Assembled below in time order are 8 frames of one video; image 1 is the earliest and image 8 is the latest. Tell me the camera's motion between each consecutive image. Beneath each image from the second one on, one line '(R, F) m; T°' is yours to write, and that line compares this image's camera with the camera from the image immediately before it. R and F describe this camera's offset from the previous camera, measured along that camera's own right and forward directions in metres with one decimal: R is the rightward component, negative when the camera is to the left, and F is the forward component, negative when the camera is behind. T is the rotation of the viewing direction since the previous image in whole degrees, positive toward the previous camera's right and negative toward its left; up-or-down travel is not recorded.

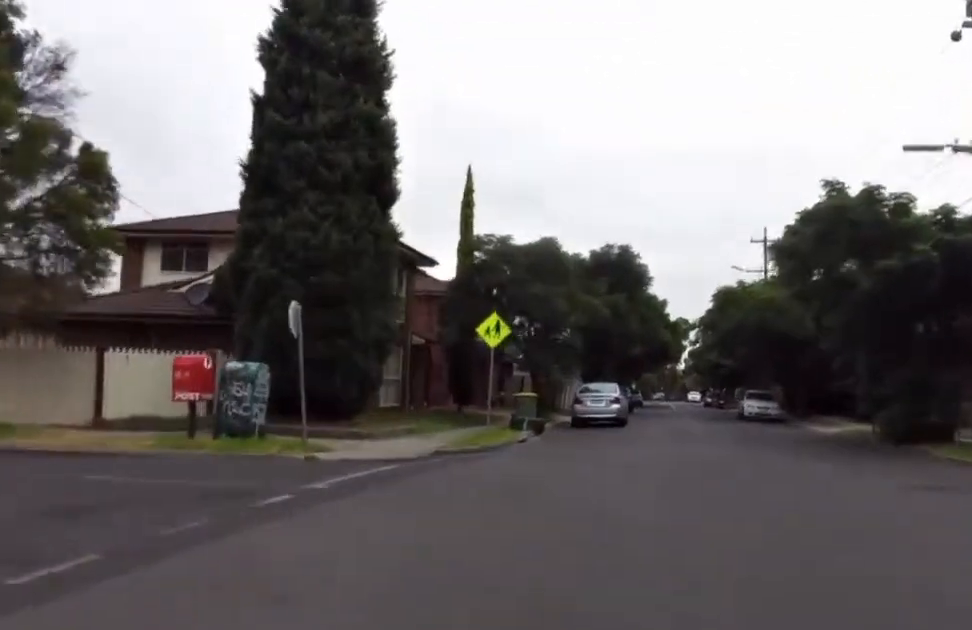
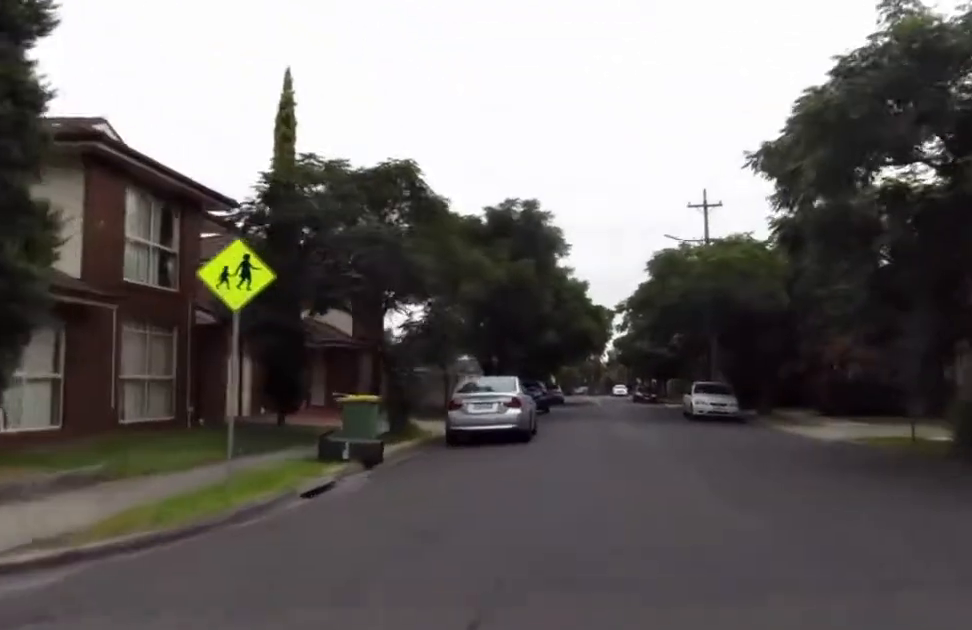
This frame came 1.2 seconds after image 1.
(-0.3, +8.7) m; +4°
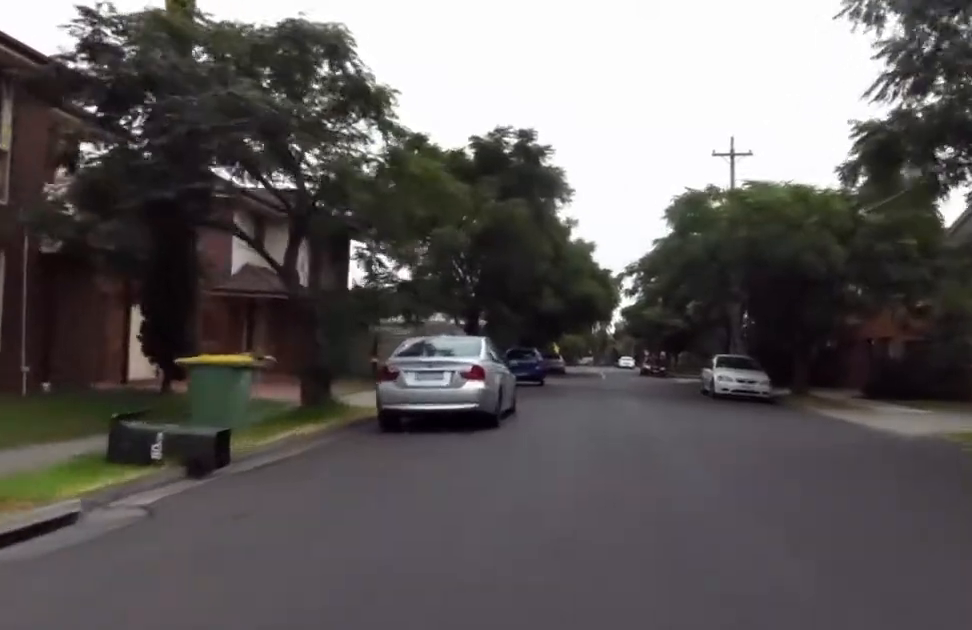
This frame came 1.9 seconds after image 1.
(+0.5, +5.1) m; 0°
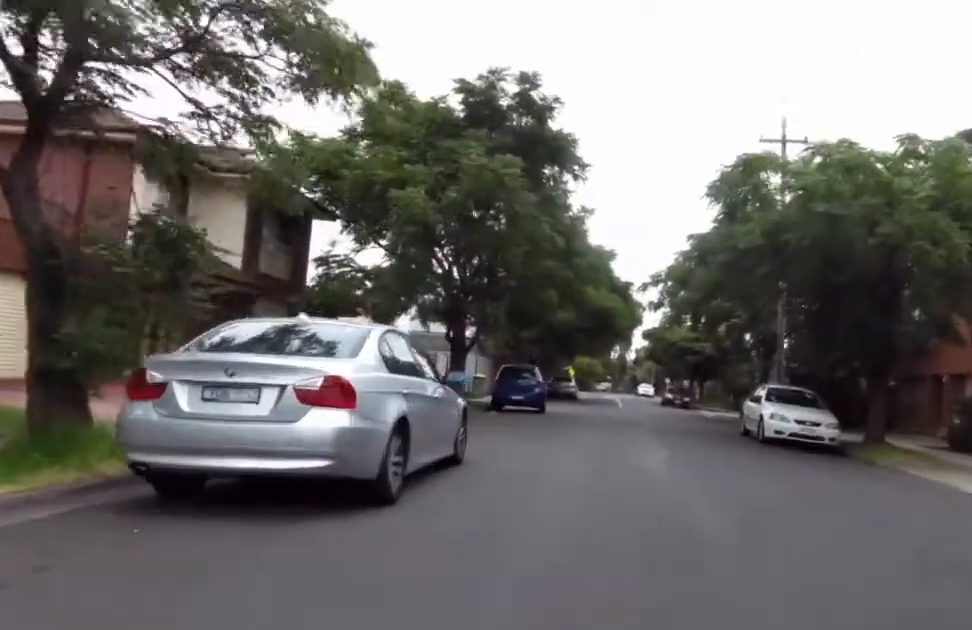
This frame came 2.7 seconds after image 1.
(-0.1, +5.7) m; +1°
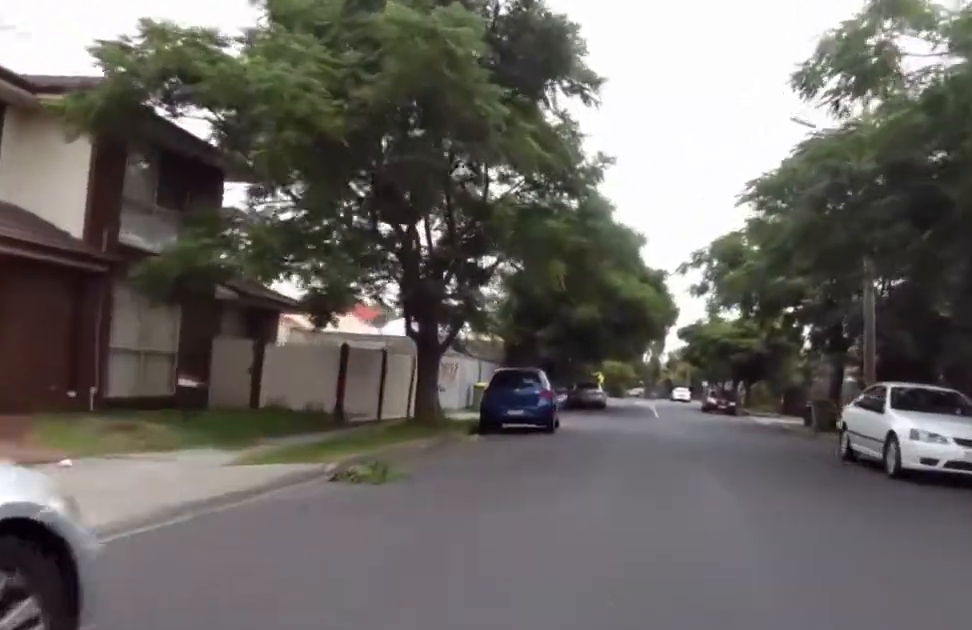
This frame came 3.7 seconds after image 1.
(-0.1, +6.6) m; +1°
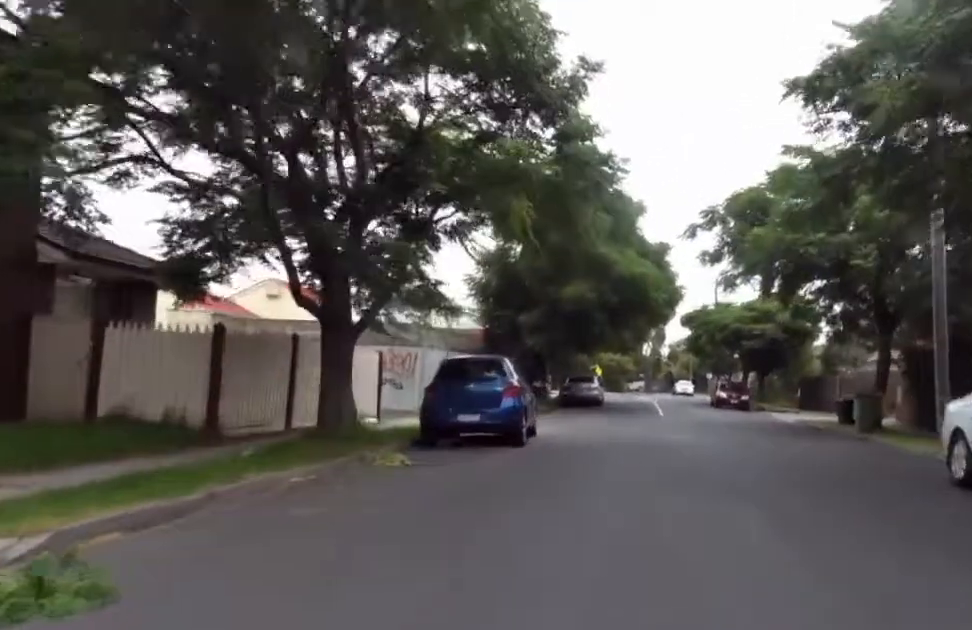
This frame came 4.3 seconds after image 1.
(+0.7, +4.7) m; -1°
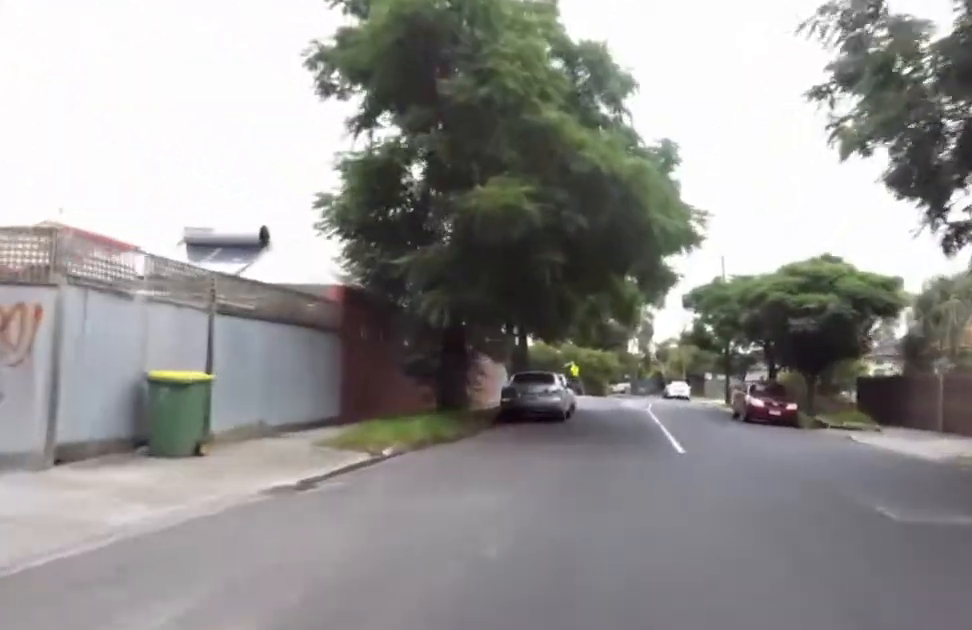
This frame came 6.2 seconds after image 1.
(-0.2, +13.2) m; +1°
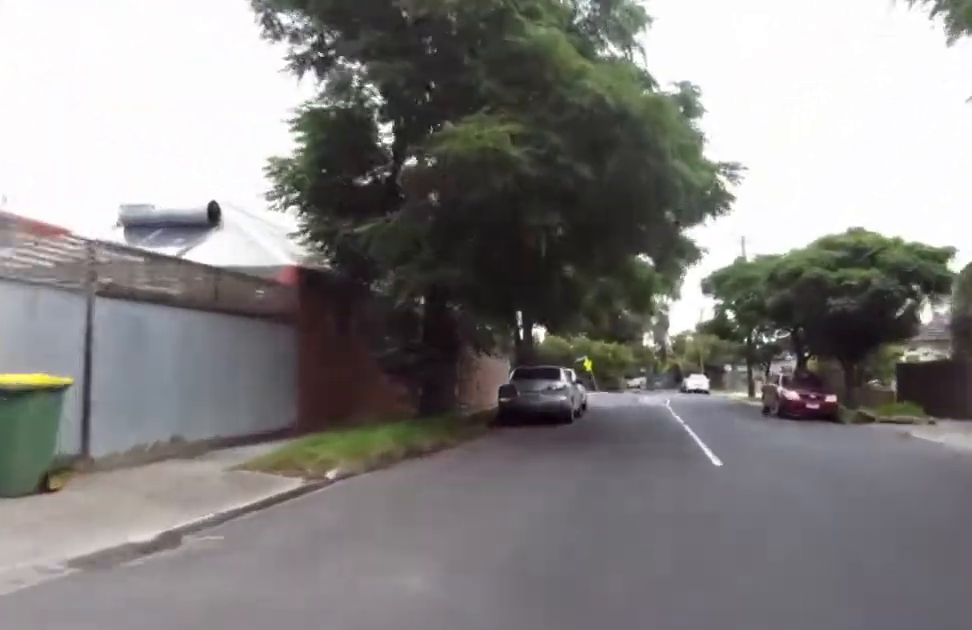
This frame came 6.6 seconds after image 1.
(-0.2, +2.7) m; -3°
